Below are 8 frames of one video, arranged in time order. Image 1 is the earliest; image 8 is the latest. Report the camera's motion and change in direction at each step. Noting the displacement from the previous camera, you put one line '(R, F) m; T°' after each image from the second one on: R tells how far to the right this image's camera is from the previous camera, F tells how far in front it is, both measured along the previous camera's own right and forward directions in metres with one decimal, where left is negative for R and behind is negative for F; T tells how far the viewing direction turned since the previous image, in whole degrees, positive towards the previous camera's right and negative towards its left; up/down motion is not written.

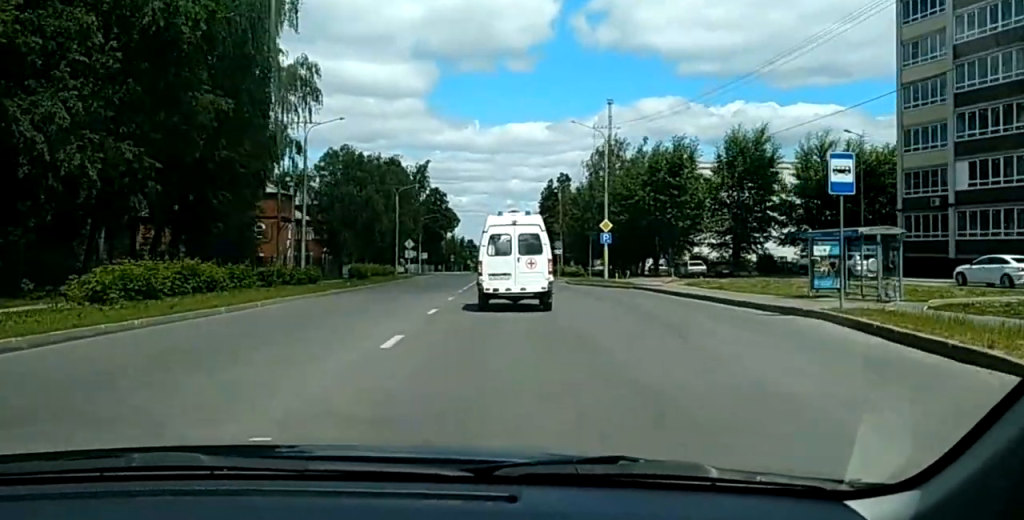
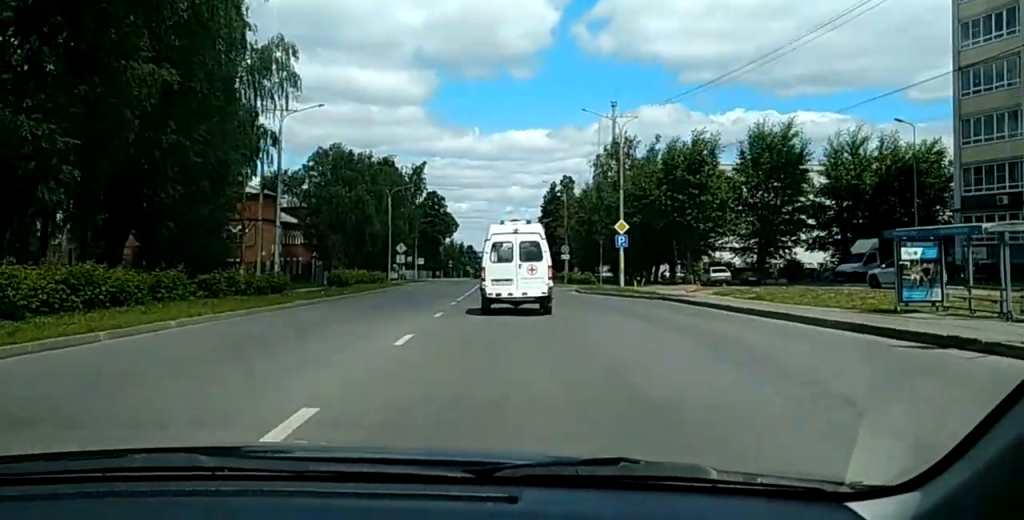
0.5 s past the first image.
(0.0, +5.6) m; -1°
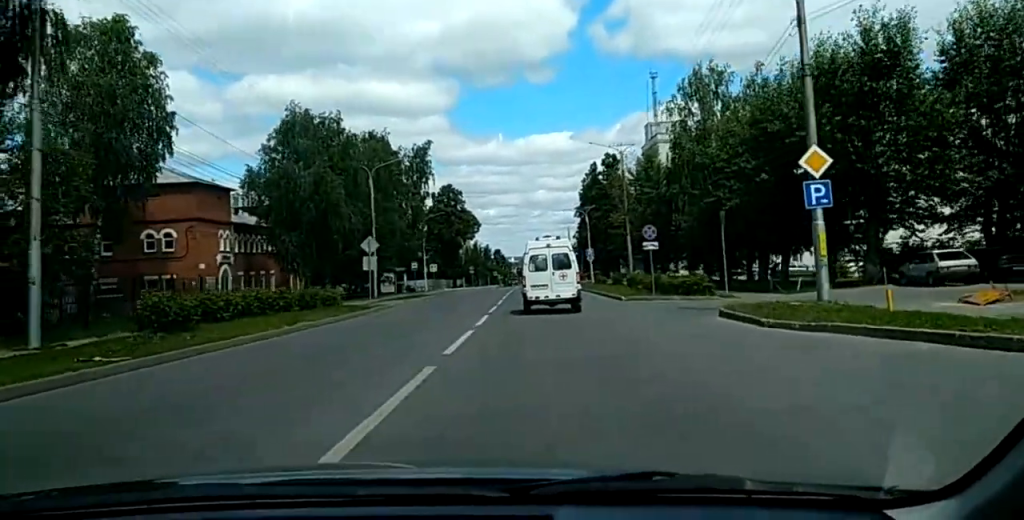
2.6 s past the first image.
(-3.7, +23.9) m; -17°
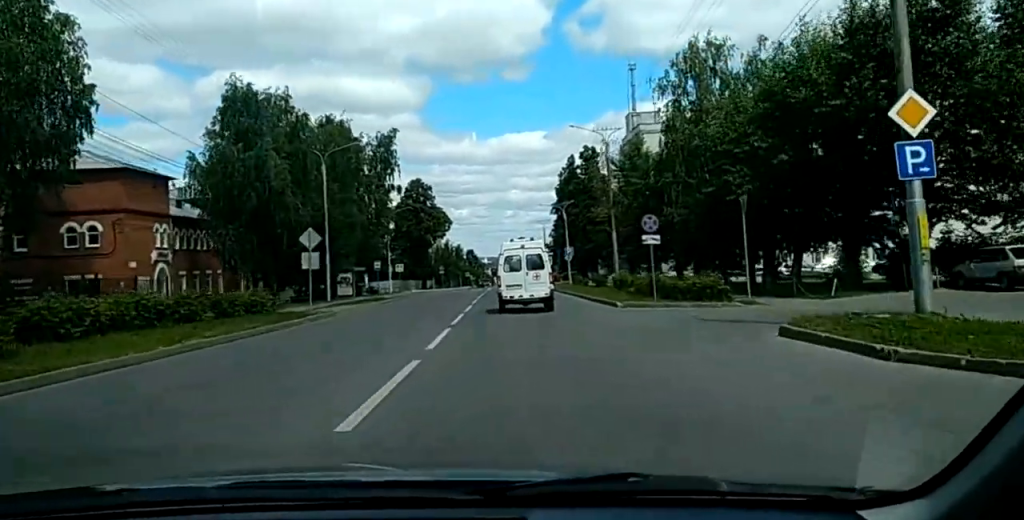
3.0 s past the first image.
(-0.1, +6.5) m; -1°
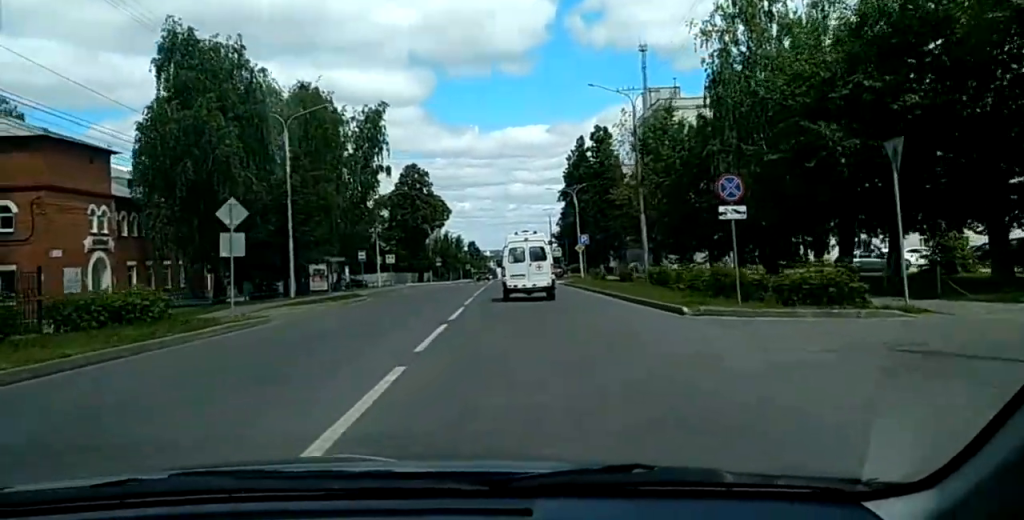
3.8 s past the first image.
(0.0, +9.9) m; 0°
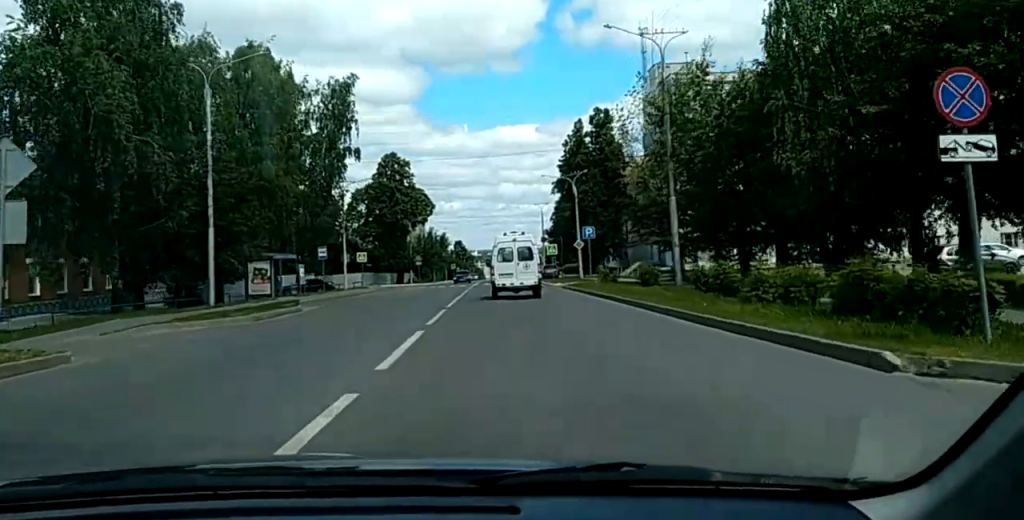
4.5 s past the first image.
(0.0, +10.4) m; +1°
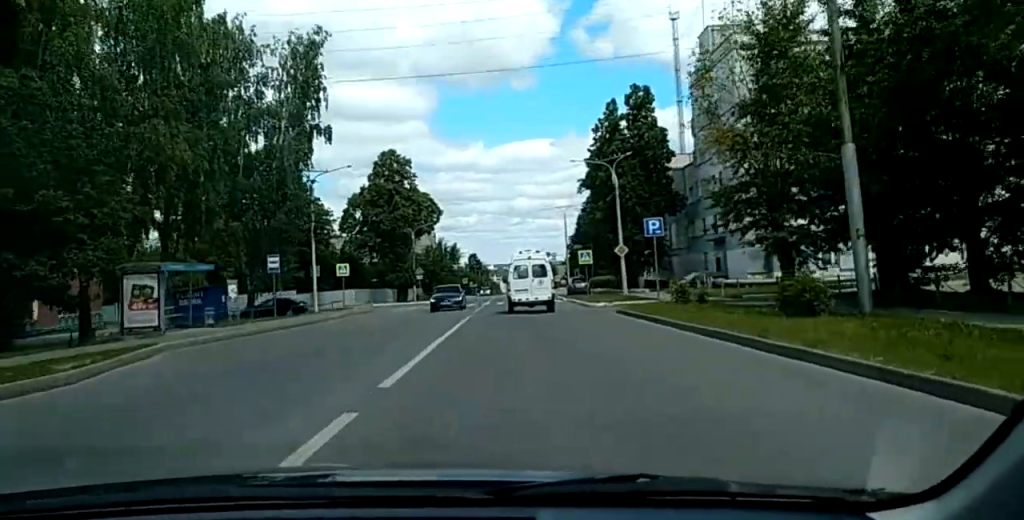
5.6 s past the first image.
(+0.4, +15.9) m; +2°
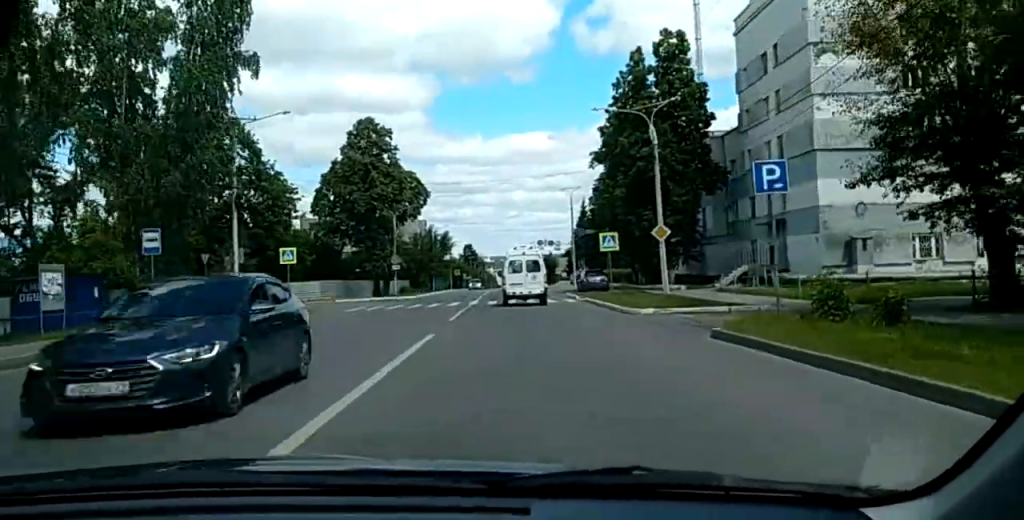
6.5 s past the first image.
(+0.1, +14.1) m; +2°
